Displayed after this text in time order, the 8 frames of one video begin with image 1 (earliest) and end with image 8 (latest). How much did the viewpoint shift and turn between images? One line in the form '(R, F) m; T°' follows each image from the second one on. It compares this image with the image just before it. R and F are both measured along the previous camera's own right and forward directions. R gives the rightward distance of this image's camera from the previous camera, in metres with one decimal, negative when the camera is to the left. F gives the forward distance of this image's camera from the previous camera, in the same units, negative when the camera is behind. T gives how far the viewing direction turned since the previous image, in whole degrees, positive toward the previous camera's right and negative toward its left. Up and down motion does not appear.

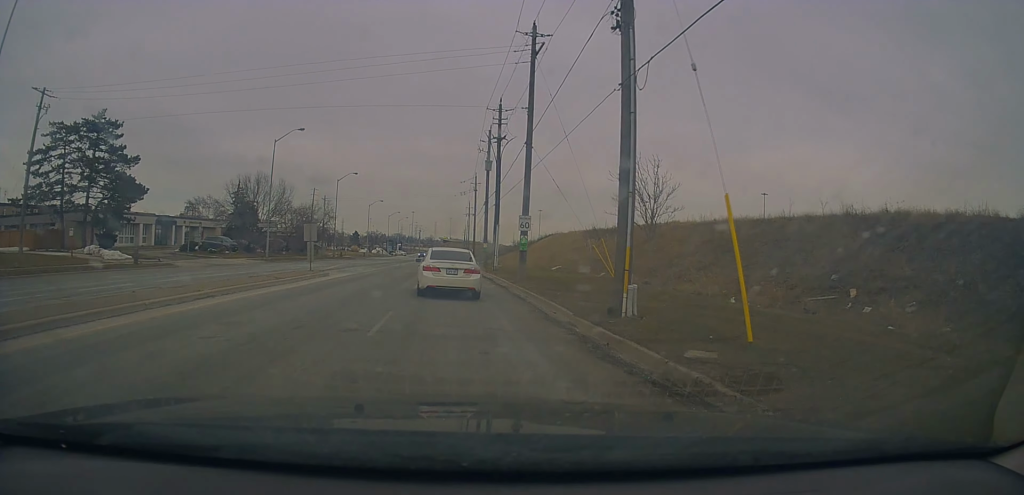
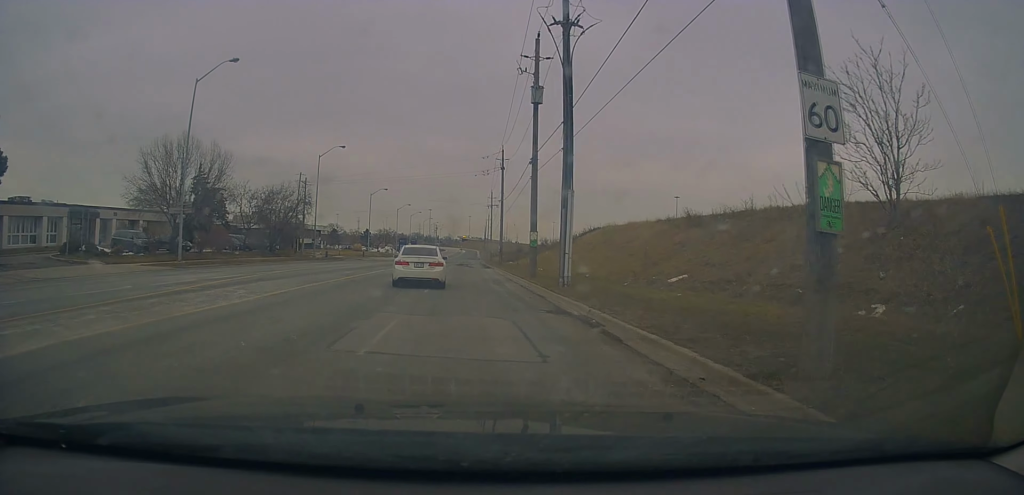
(-0.5, +21.9) m; -2°
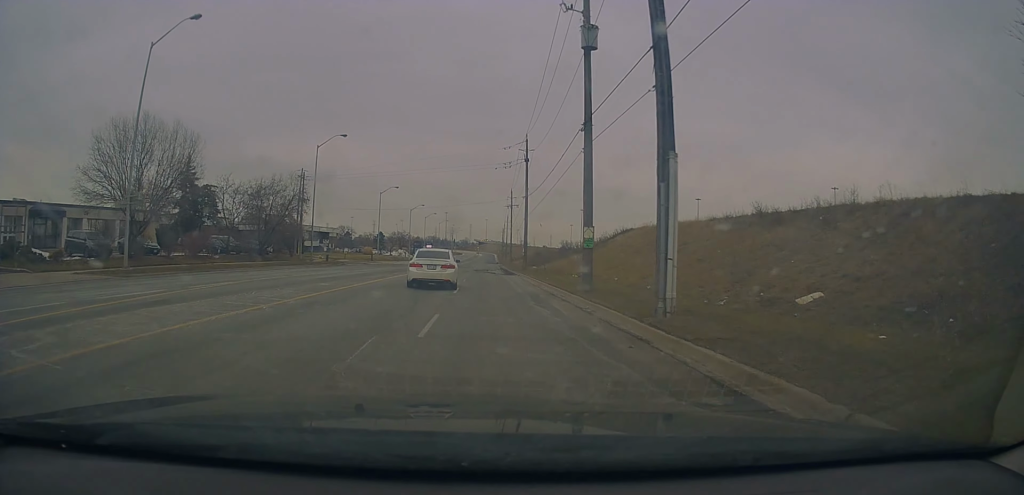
(0.0, +8.2) m; 0°
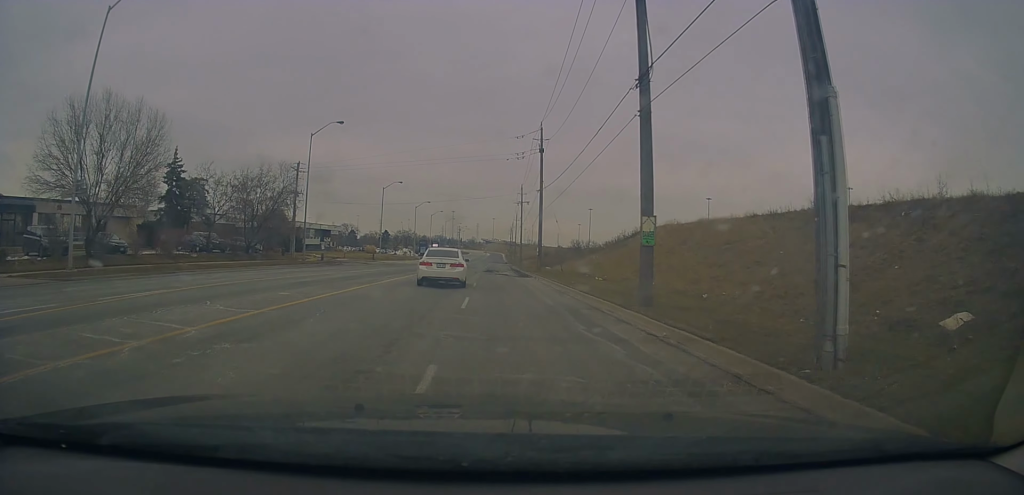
(+0.2, +5.4) m; 0°
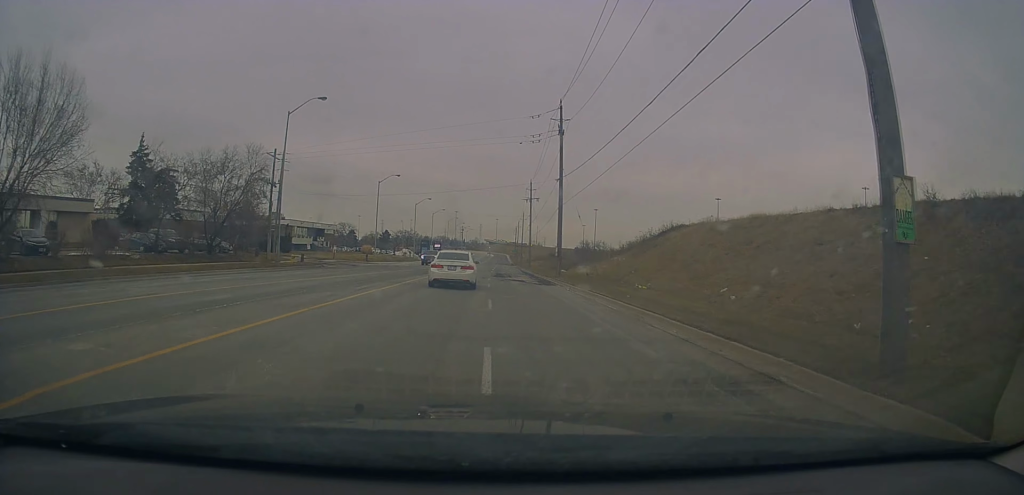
(-0.1, +8.4) m; -1°
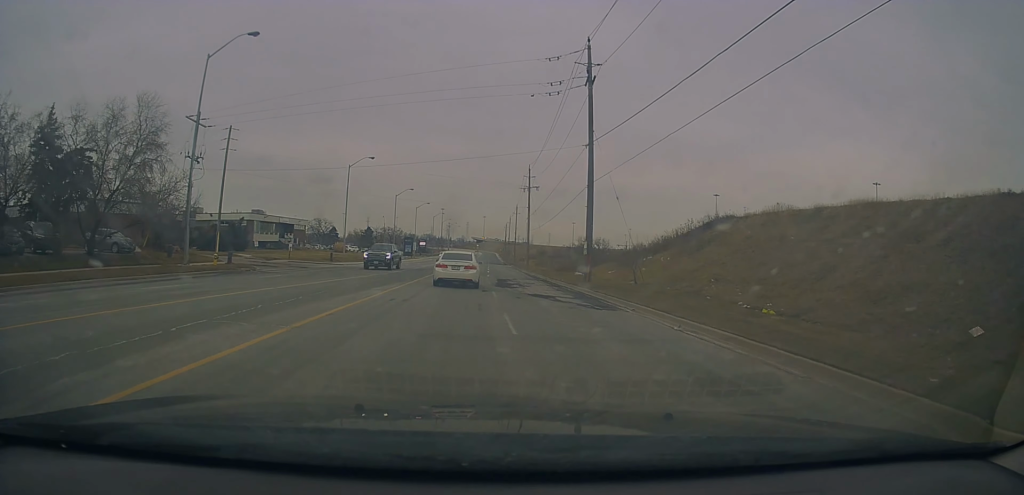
(-0.2, +13.6) m; -1°
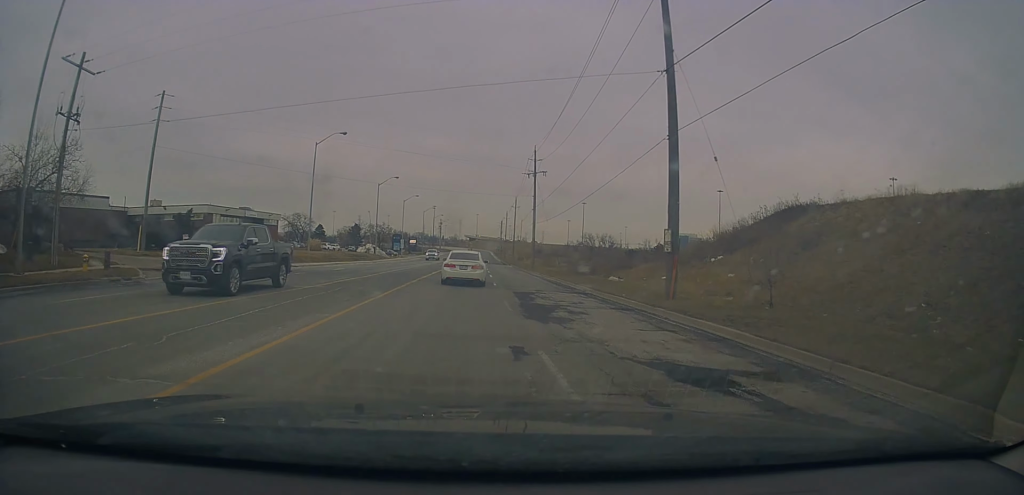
(-0.1, +13.2) m; 0°
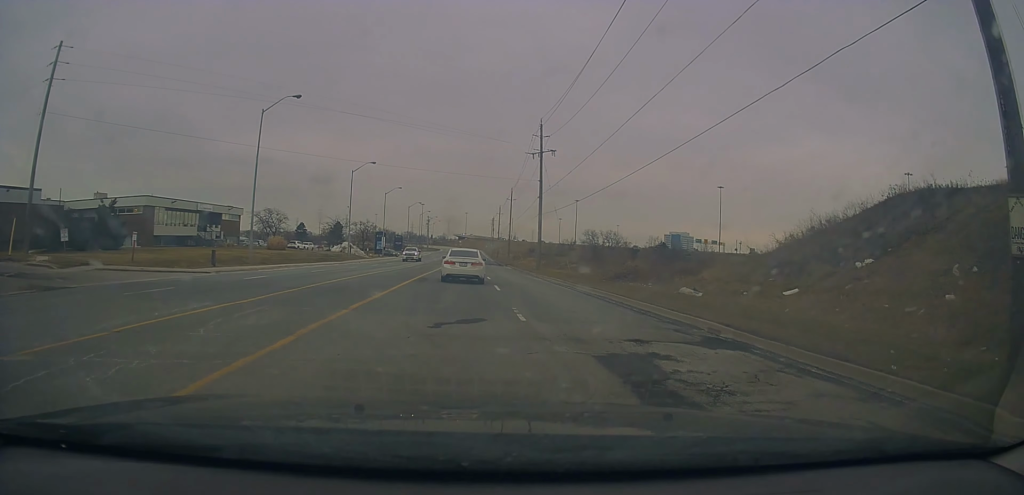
(+0.1, +13.5) m; +1°
